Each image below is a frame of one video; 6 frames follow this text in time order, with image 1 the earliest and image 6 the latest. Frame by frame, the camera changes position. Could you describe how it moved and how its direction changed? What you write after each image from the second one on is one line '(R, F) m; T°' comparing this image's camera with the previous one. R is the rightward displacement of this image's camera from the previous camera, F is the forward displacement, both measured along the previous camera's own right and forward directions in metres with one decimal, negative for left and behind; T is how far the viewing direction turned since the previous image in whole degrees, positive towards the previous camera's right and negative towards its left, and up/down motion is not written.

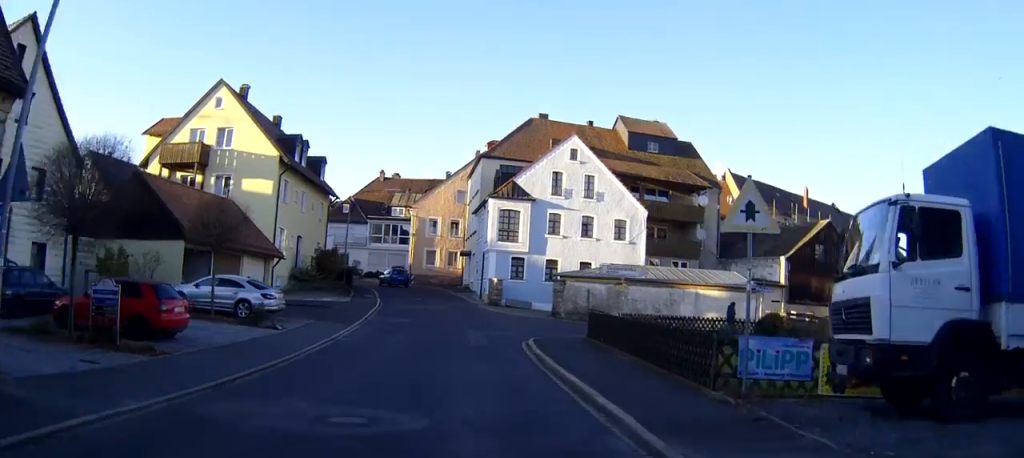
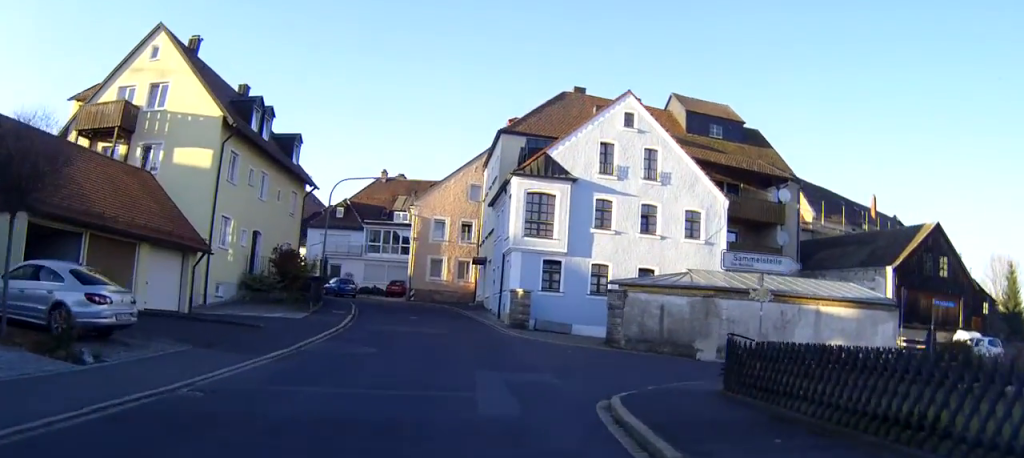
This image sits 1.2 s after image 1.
(-0.1, +12.9) m; -1°
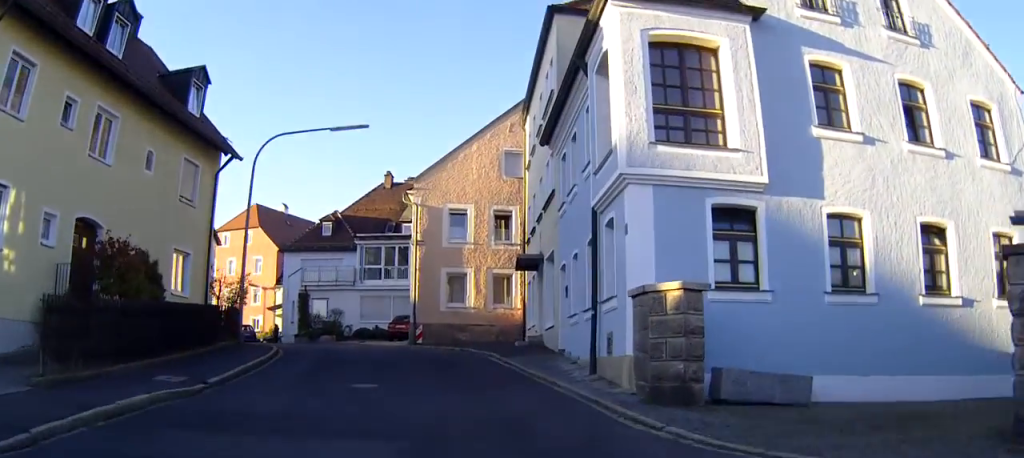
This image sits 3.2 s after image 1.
(-0.5, +19.8) m; -4°
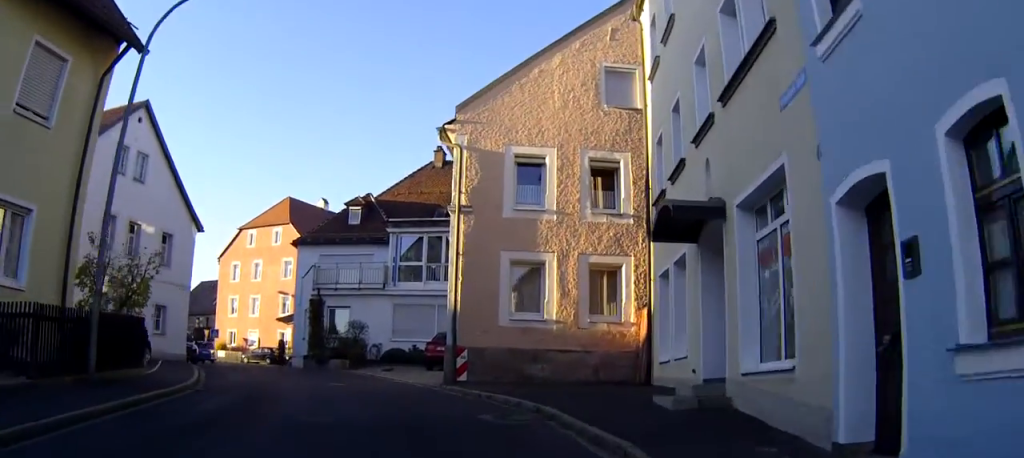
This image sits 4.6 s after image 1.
(-0.5, +12.5) m; -4°
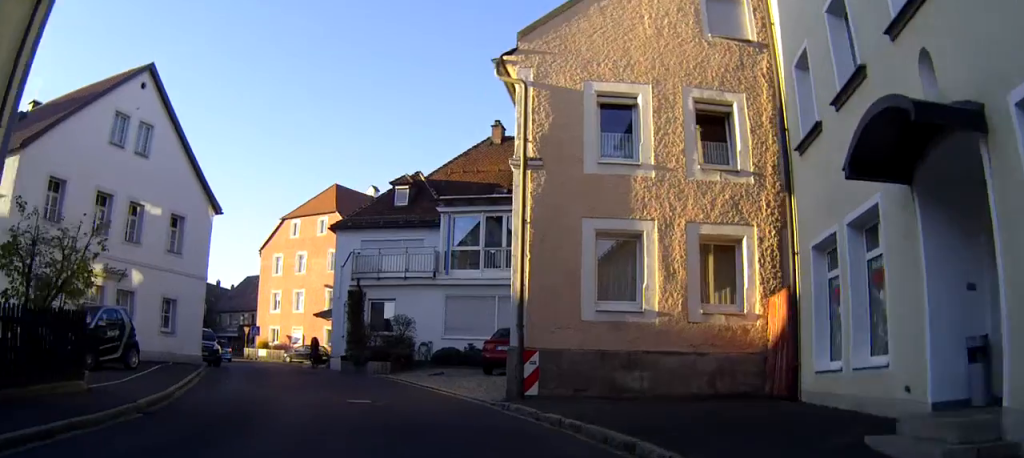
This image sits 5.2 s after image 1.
(0.0, +5.0) m; -2°
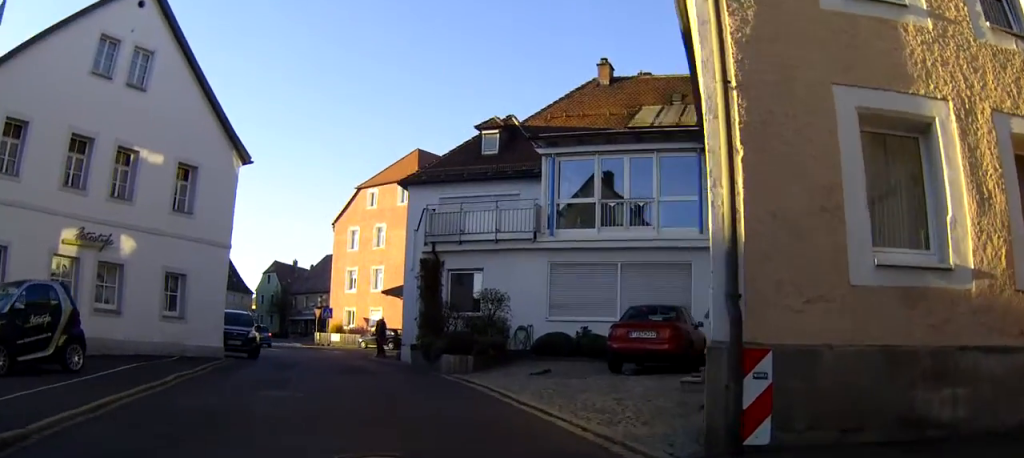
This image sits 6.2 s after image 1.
(-0.2, +7.3) m; -9°
